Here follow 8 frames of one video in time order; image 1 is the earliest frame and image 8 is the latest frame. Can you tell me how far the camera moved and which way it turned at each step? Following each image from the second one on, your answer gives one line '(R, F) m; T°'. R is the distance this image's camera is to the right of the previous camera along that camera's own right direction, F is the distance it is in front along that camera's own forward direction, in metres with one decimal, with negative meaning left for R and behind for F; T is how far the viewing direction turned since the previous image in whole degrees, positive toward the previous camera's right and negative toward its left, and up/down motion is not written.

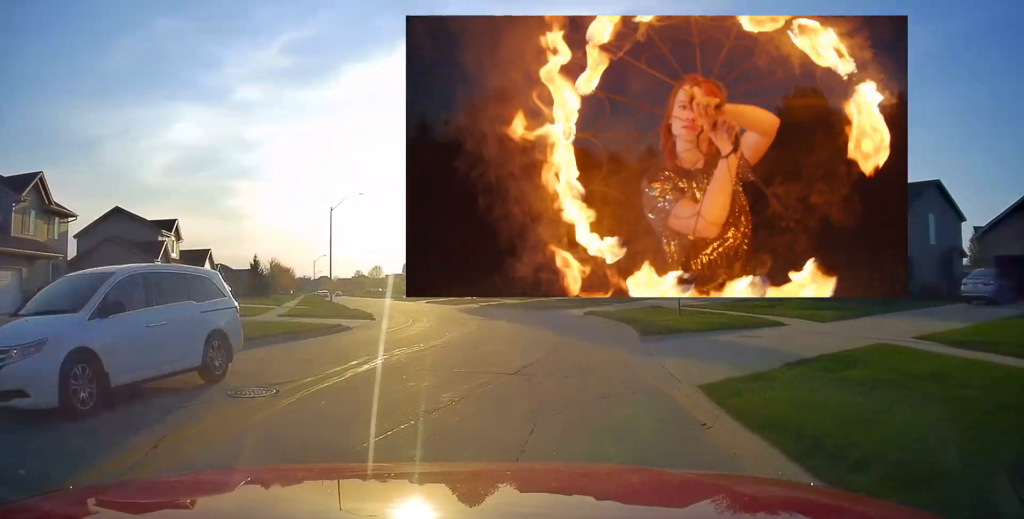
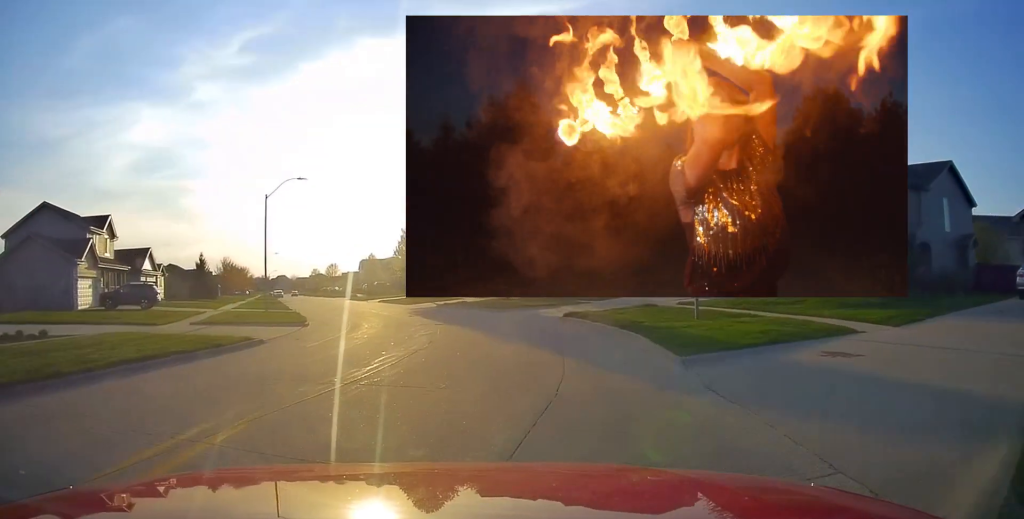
(+0.1, +5.2) m; +2°
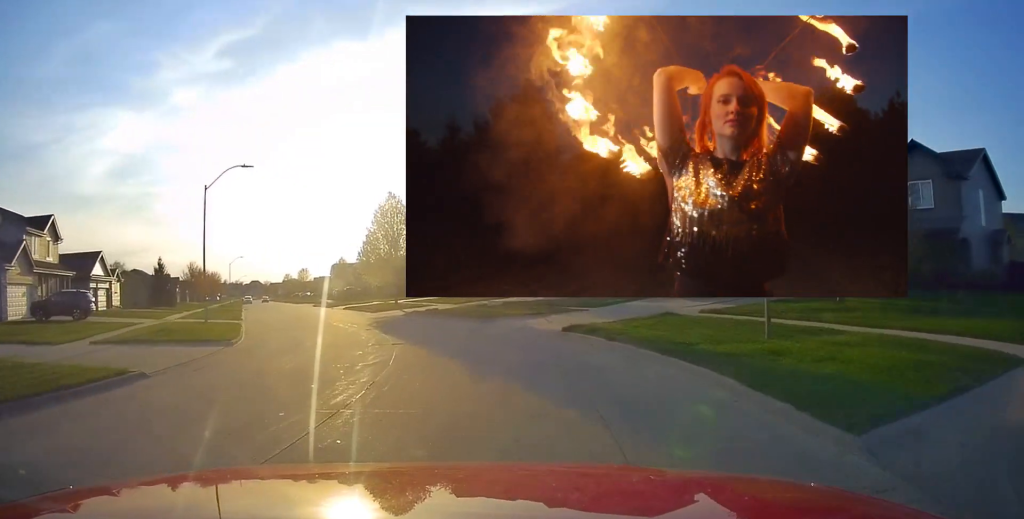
(0.0, +5.3) m; +1°
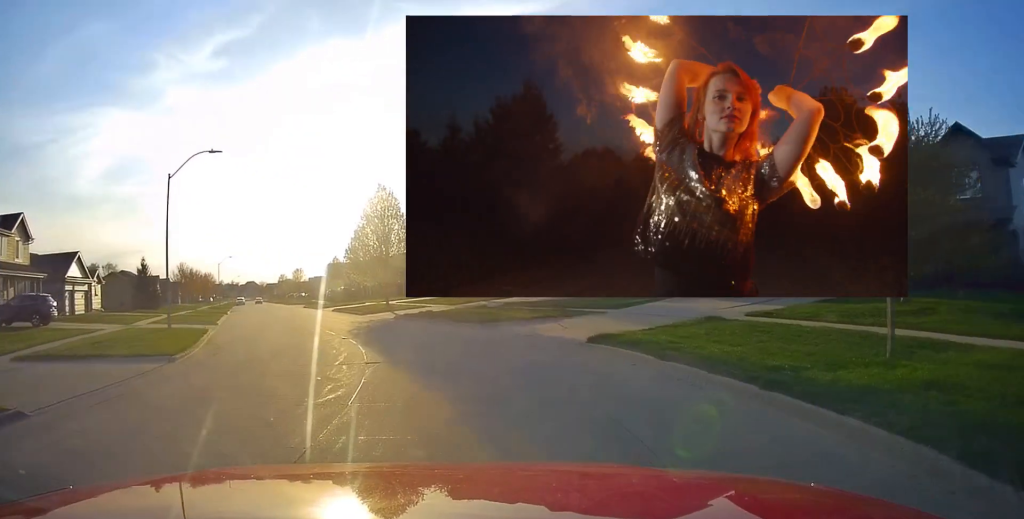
(+0.1, +3.9) m; 0°
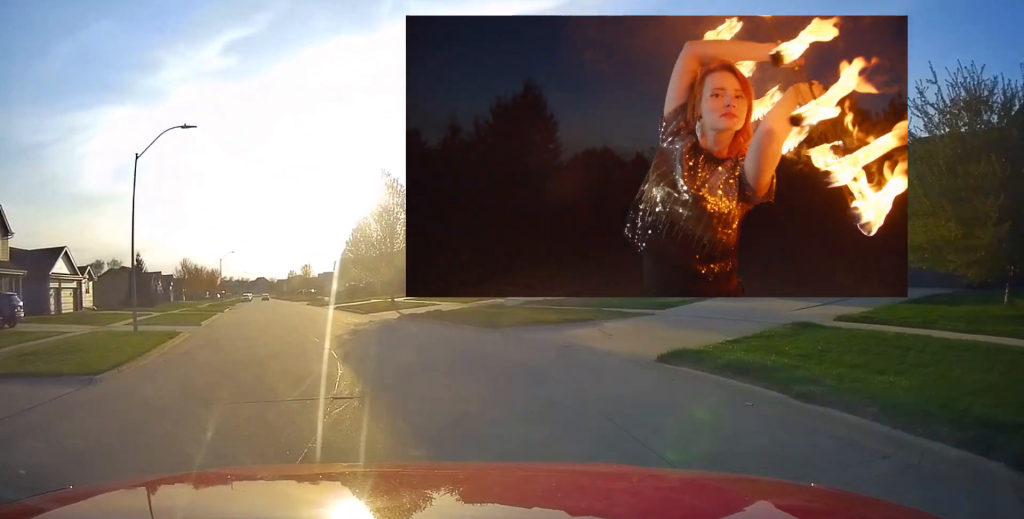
(+0.1, +3.9) m; 0°
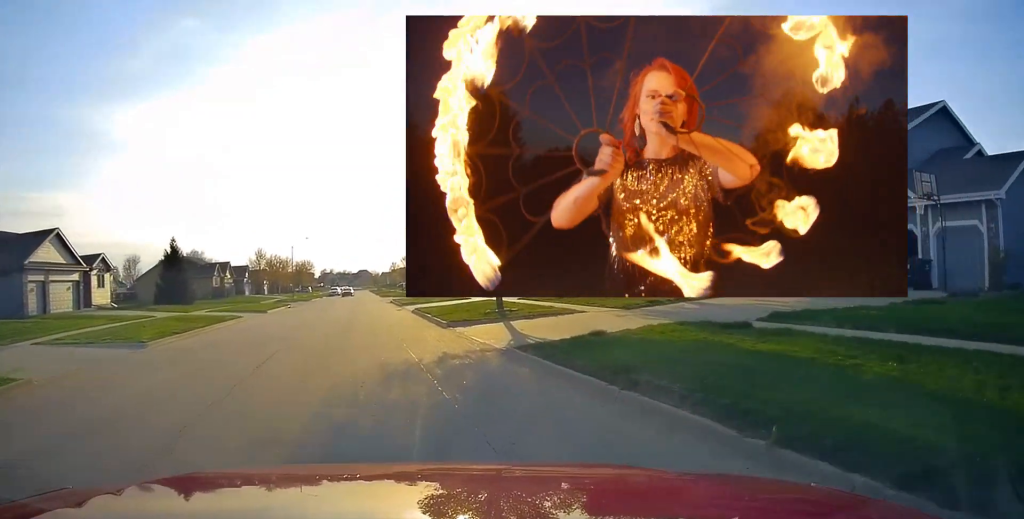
(-0.7, +15.0) m; -6°
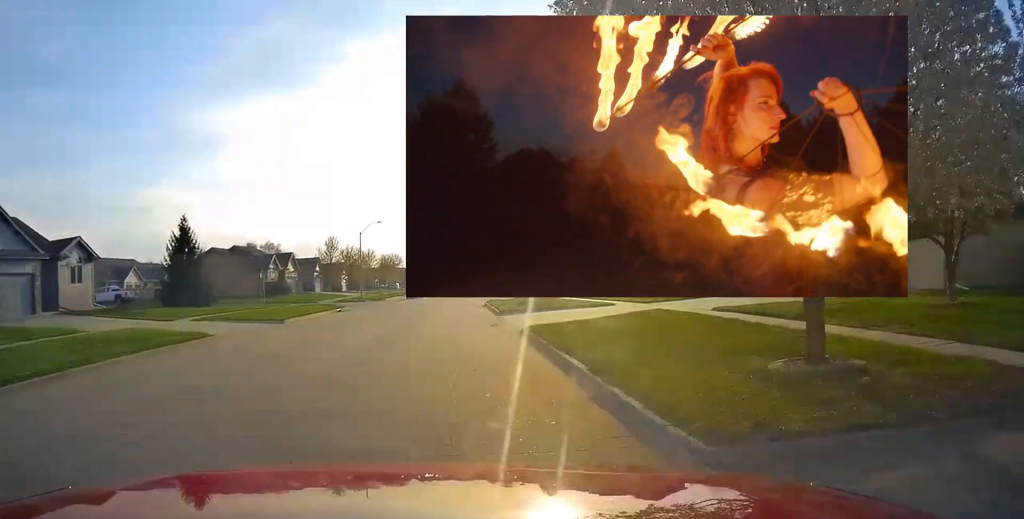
(-1.0, +15.1) m; -9°
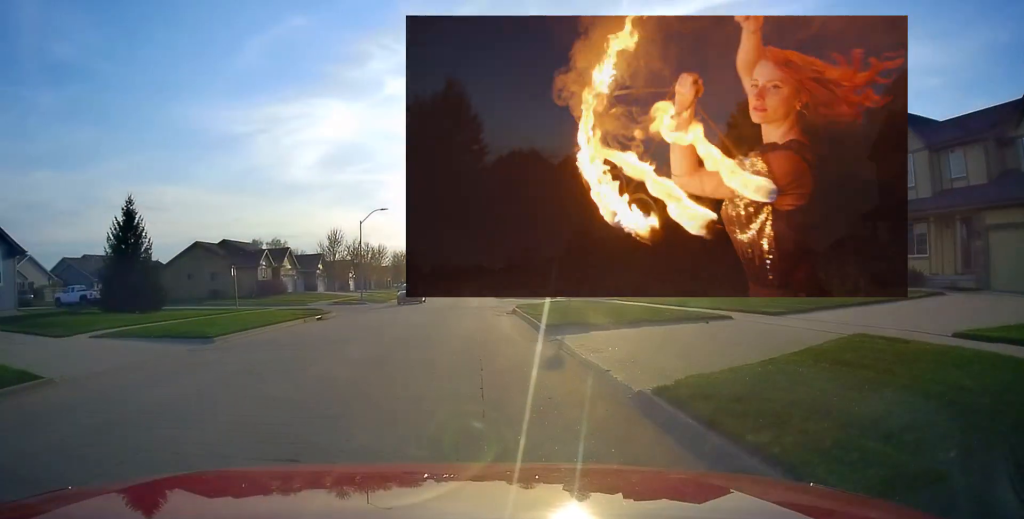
(-0.5, +9.5) m; -6°
